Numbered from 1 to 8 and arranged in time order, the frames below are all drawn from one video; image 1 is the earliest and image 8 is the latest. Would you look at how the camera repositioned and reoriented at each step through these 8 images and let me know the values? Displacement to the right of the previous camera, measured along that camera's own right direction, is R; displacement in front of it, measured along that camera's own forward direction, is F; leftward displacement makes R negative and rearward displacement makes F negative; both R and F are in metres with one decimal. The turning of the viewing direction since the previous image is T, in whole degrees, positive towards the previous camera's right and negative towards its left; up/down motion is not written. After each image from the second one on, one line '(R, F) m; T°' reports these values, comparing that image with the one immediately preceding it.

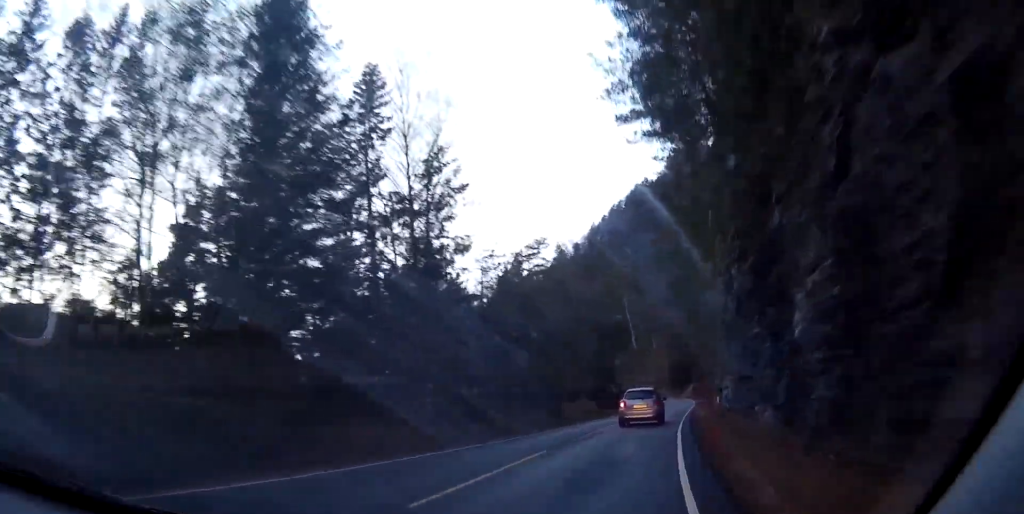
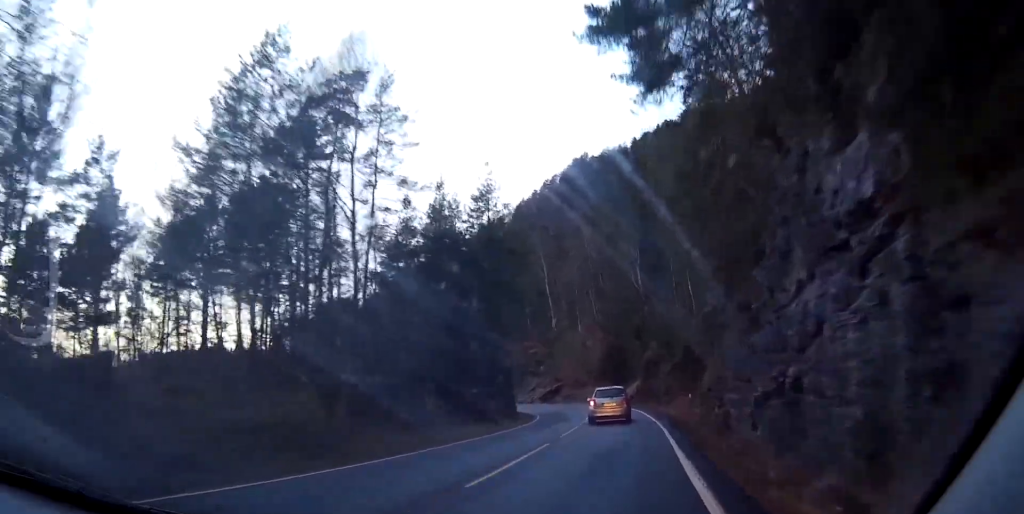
(+2.5, +46.6) m; +5°
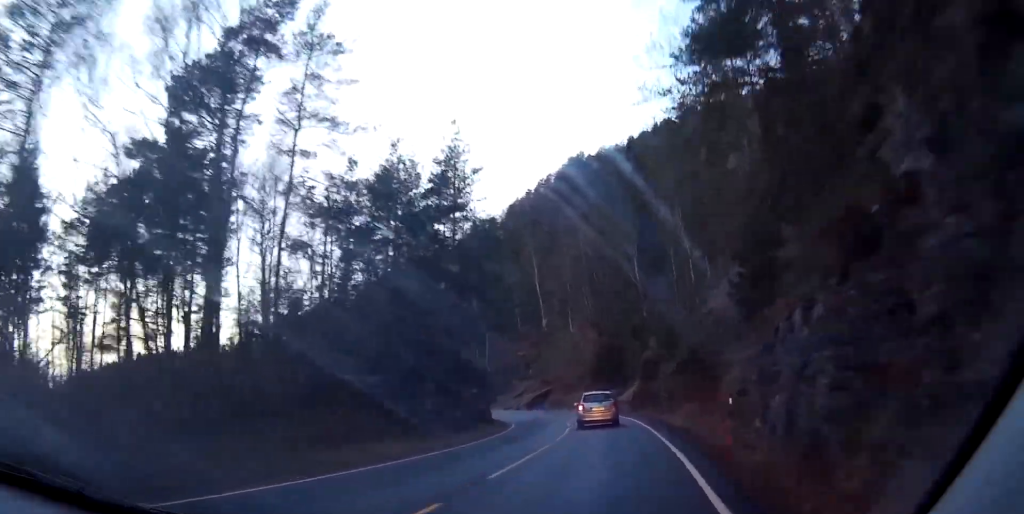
(-0.5, +10.1) m; -2°
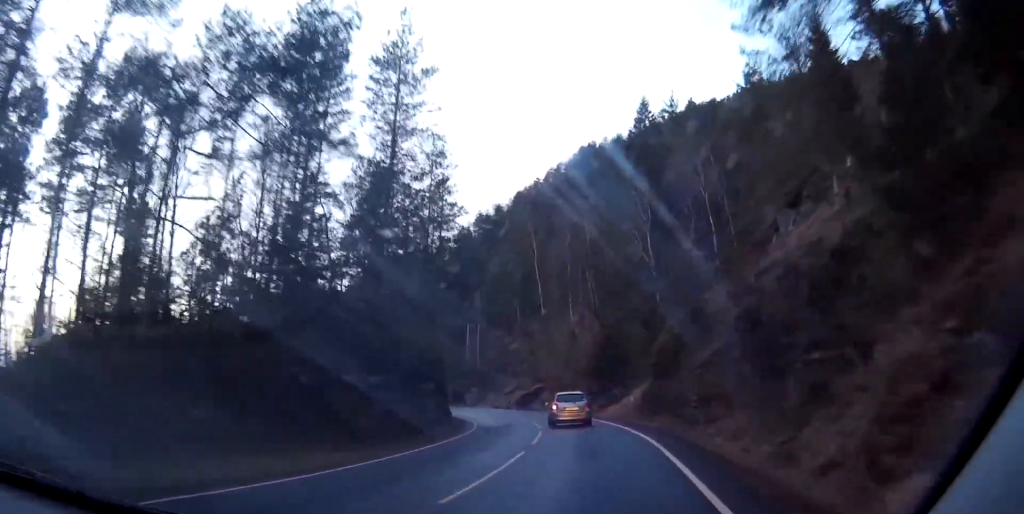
(-0.3, +14.4) m; -3°
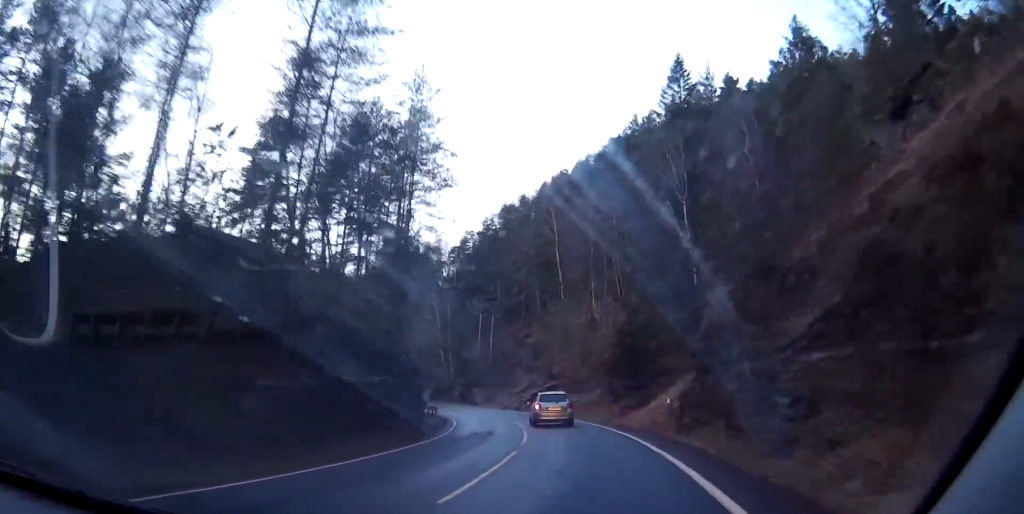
(-0.2, +11.8) m; -2°
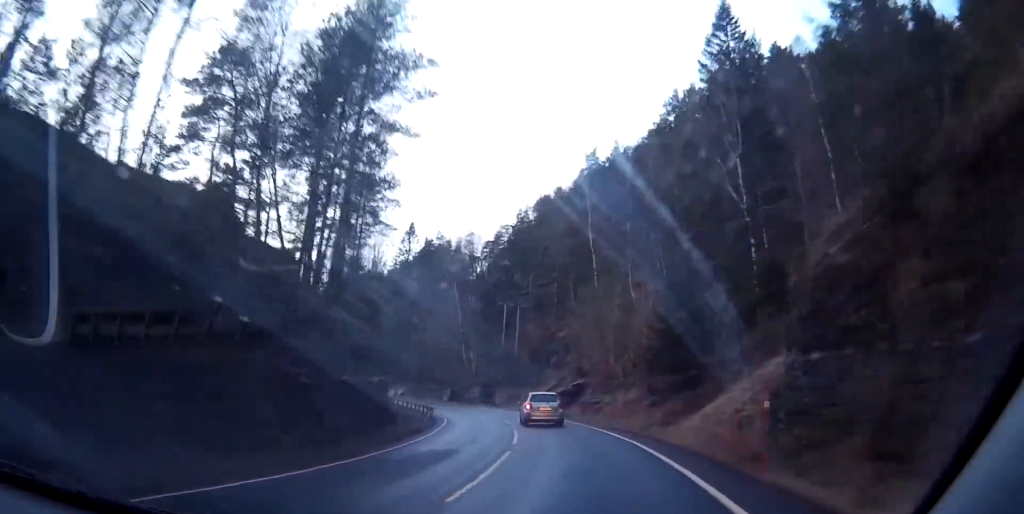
(-0.4, +11.4) m; -2°
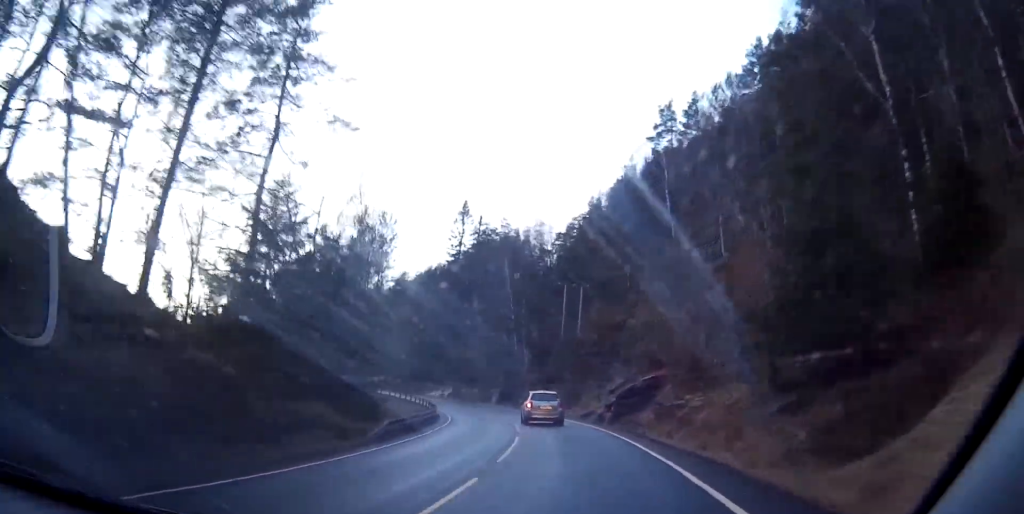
(-0.1, +18.5) m; -2°
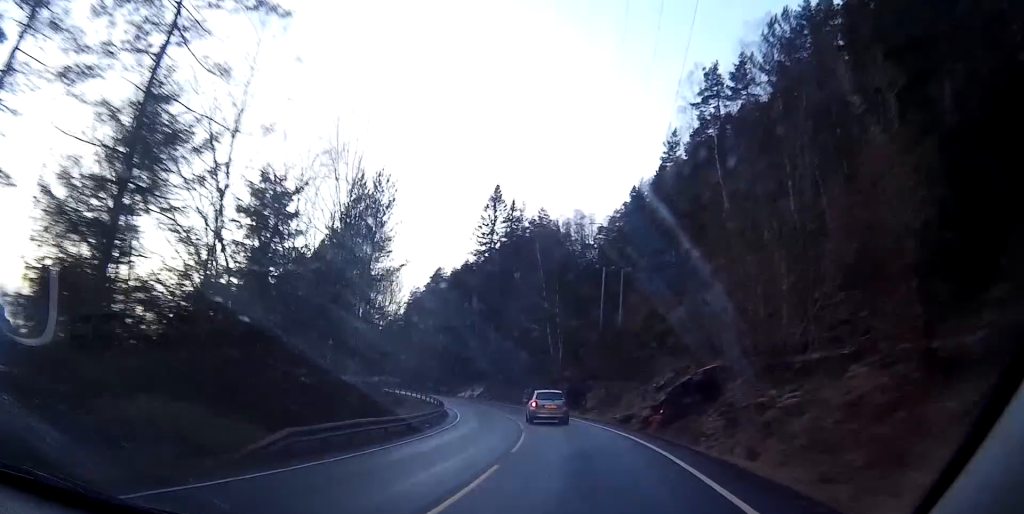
(-0.1, +10.5) m; -2°
